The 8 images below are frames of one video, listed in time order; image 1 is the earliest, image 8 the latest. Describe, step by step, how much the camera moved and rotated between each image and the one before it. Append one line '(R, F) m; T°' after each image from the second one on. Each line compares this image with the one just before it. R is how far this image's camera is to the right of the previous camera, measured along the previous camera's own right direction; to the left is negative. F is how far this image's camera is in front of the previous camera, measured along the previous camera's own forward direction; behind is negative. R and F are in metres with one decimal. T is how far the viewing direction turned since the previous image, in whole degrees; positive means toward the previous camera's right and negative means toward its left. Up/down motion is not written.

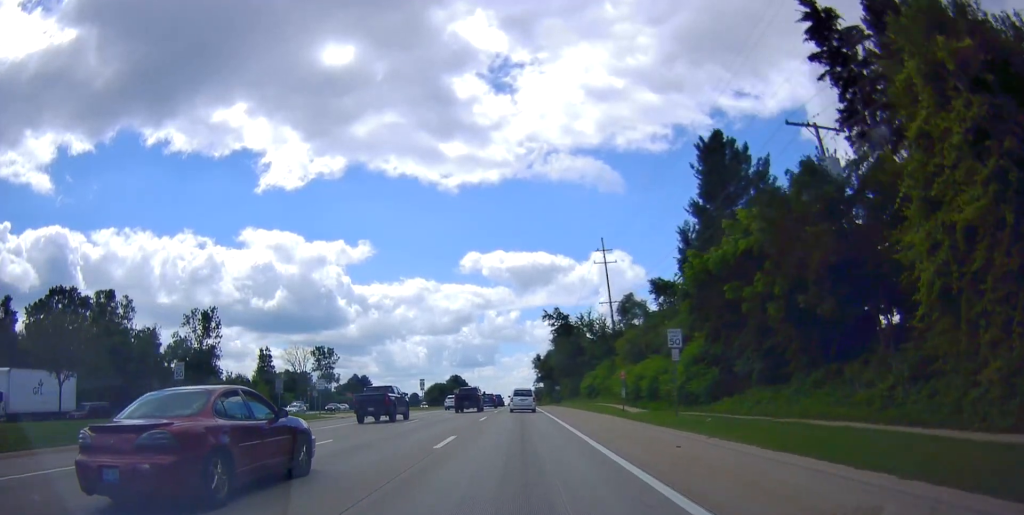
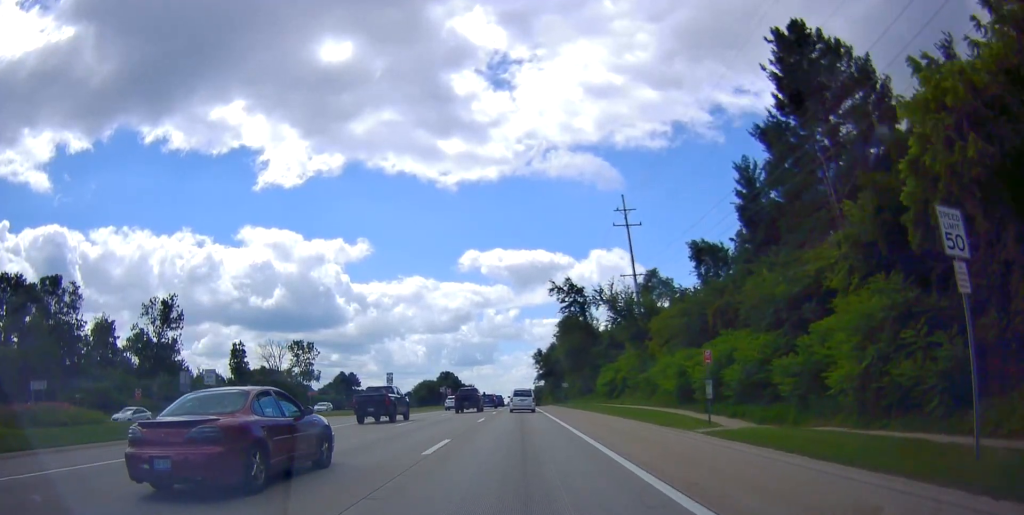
(-0.3, +16.3) m; +1°
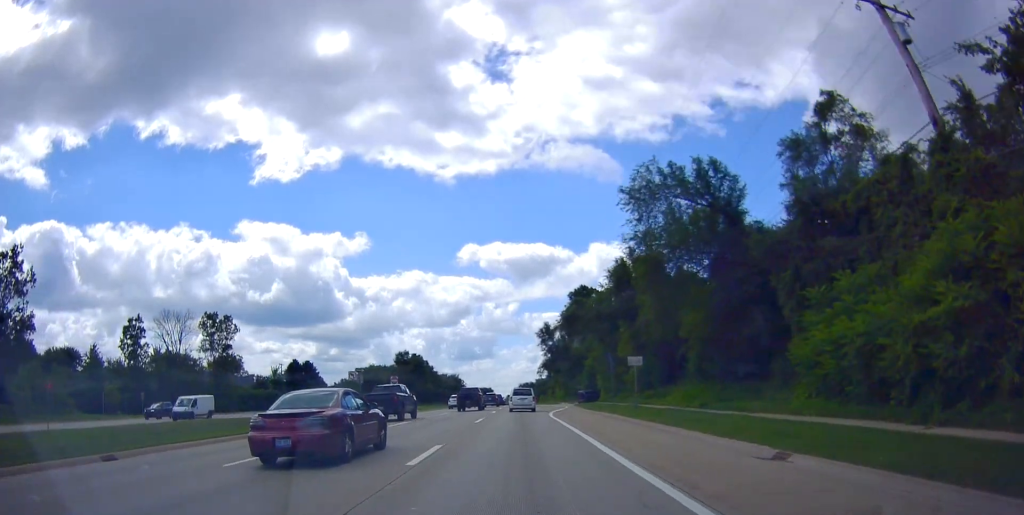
(+1.5, +45.2) m; 0°
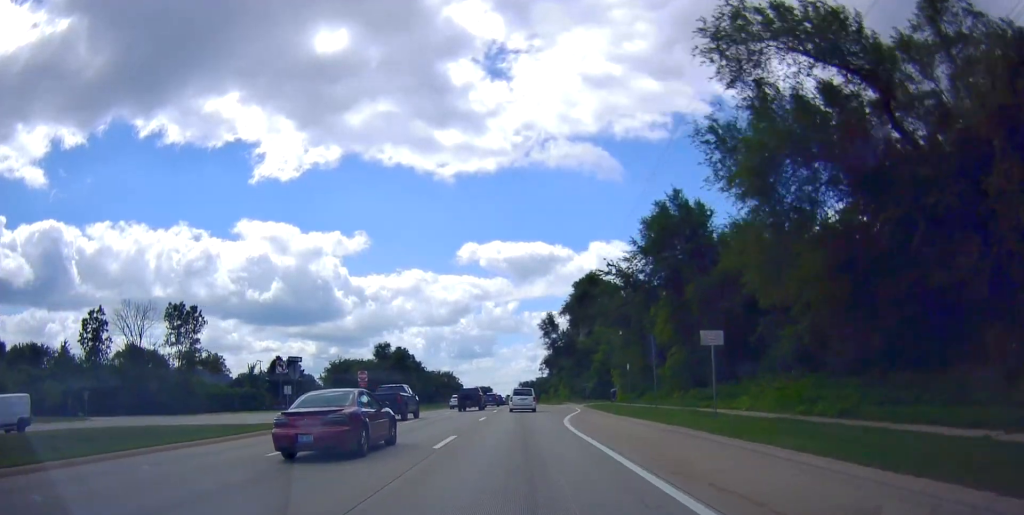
(-0.5, +12.4) m; -1°
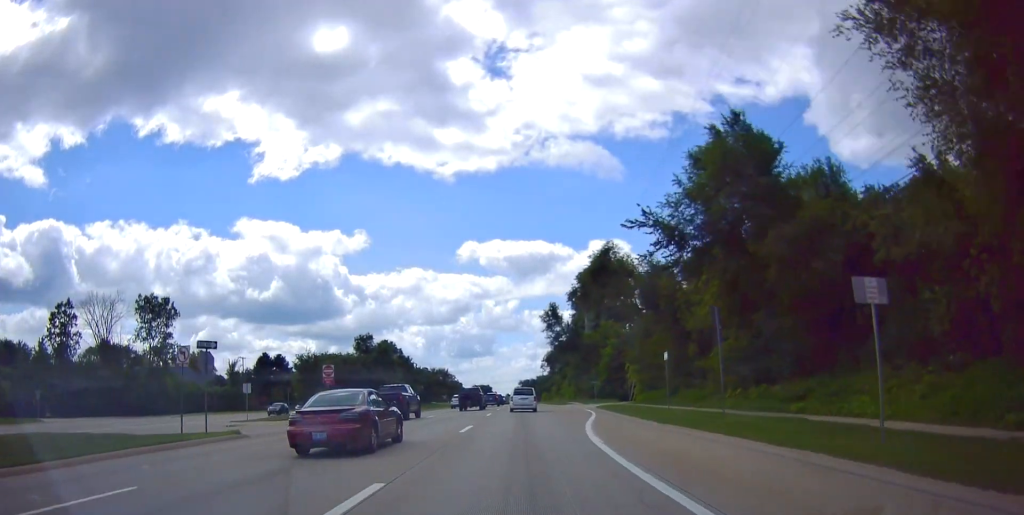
(-0.2, +9.0) m; 0°
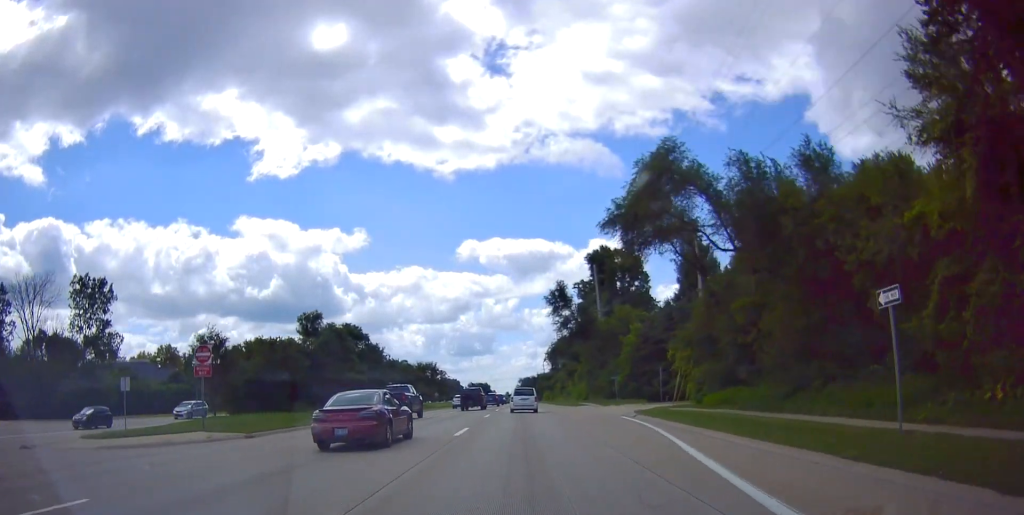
(+0.3, +16.7) m; +2°
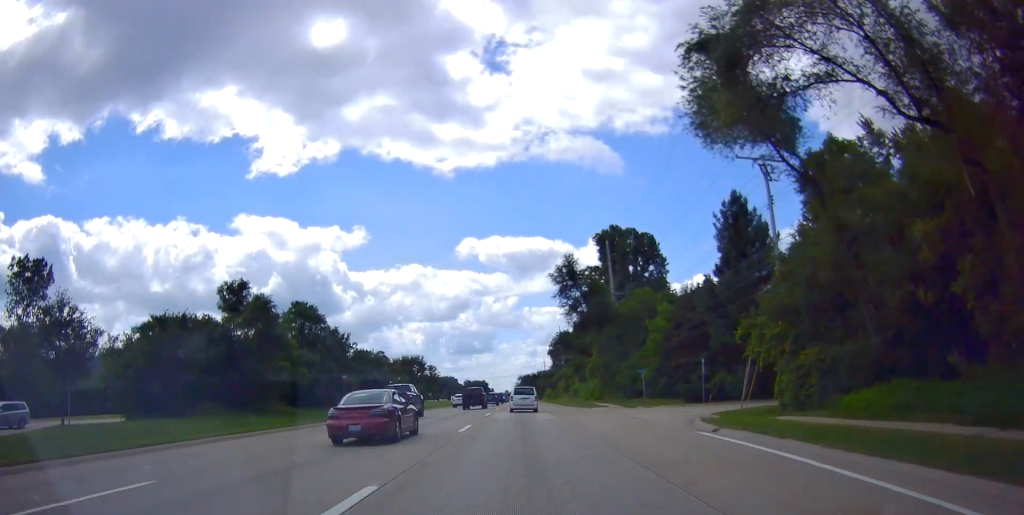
(+0.2, +13.5) m; +1°
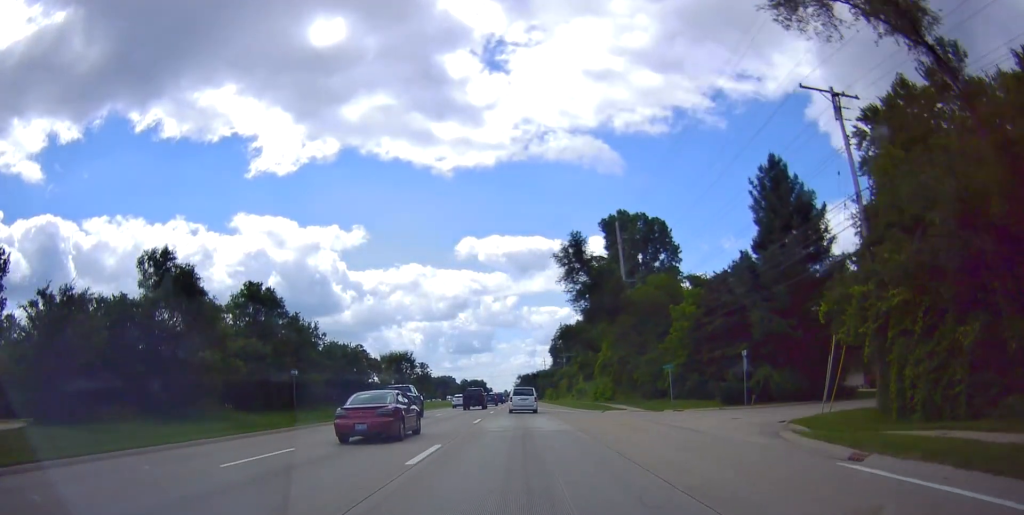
(+0.1, +8.5) m; 0°
